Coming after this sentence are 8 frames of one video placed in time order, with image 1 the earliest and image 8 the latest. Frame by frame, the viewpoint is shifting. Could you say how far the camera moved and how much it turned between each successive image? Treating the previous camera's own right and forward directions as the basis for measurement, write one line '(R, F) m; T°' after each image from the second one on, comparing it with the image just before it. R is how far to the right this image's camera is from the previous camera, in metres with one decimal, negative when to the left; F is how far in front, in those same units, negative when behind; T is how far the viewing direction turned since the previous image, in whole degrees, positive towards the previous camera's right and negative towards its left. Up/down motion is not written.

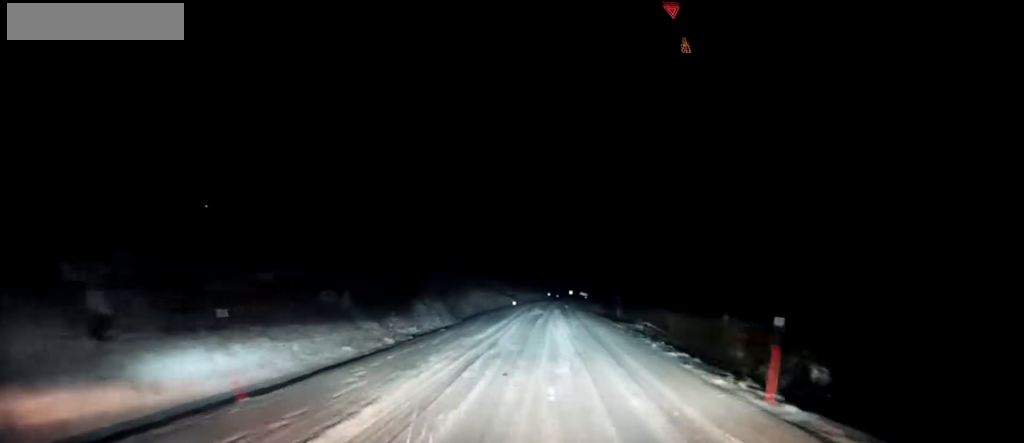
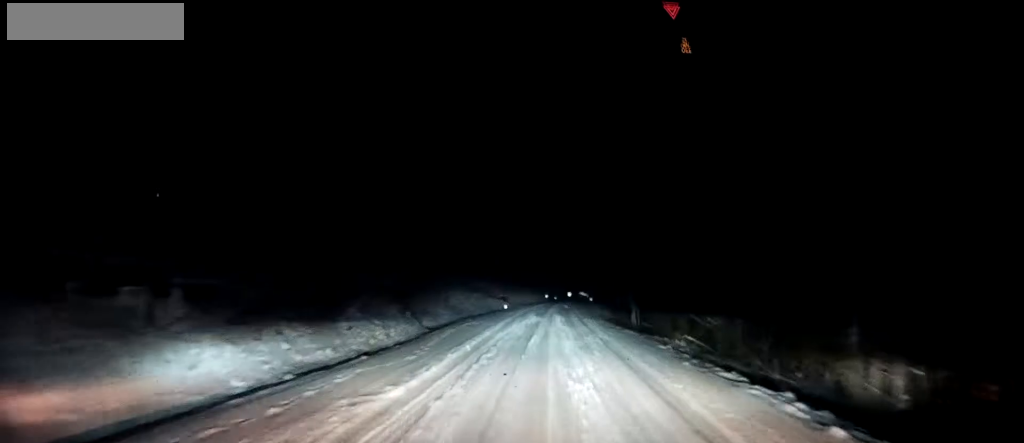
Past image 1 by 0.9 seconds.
(0.0, +9.8) m; 0°
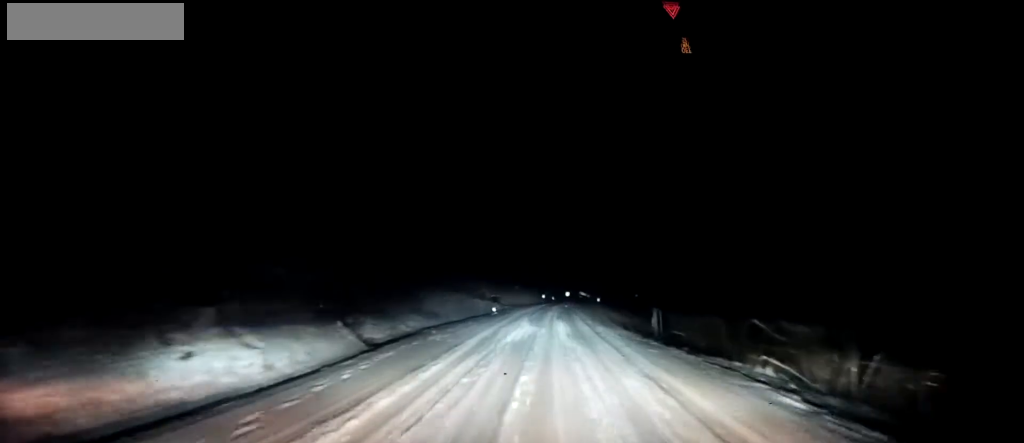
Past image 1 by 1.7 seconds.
(0.0, +8.7) m; 0°
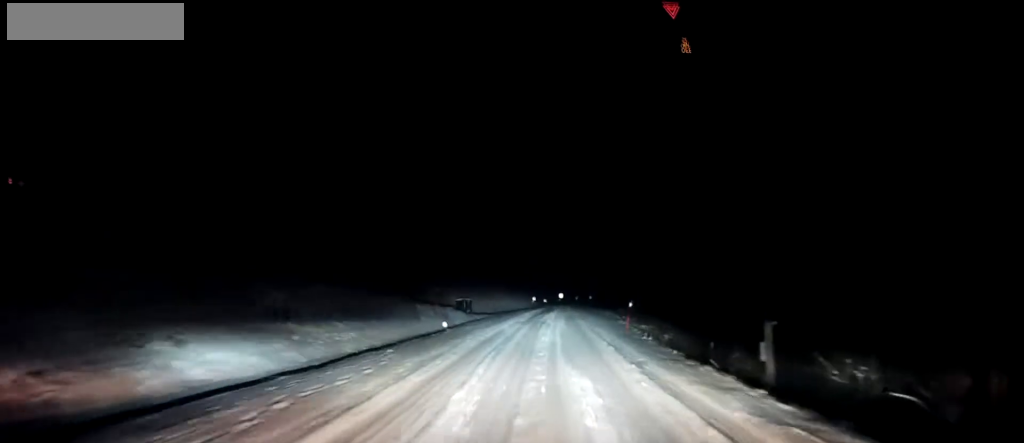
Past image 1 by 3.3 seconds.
(-0.6, +17.6) m; -2°
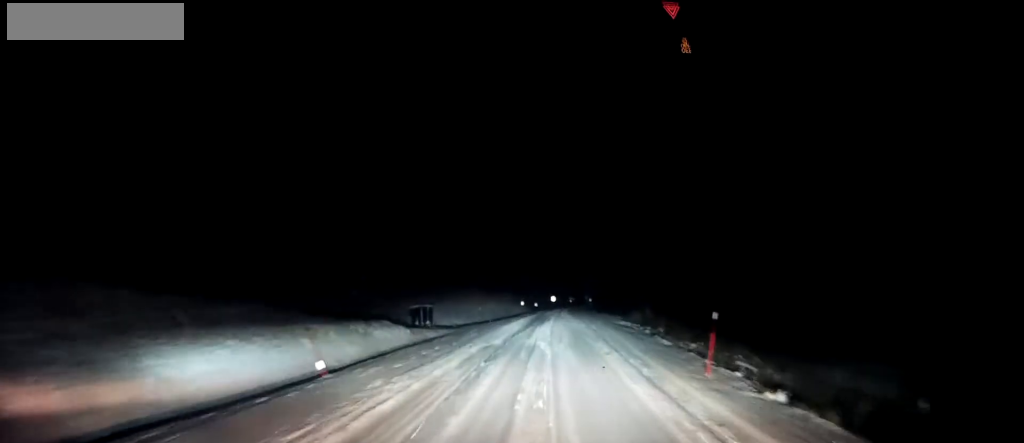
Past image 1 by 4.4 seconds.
(+0.2, +12.1) m; +4°
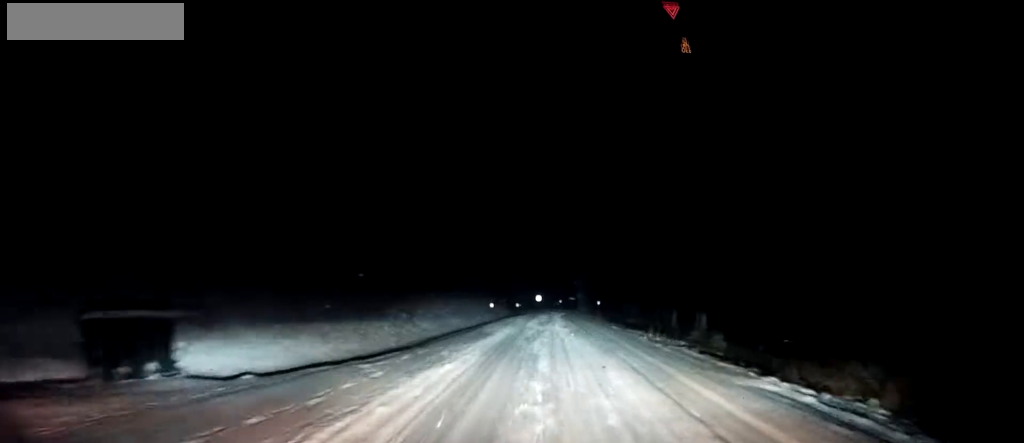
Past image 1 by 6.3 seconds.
(+0.3, +21.0) m; -1°
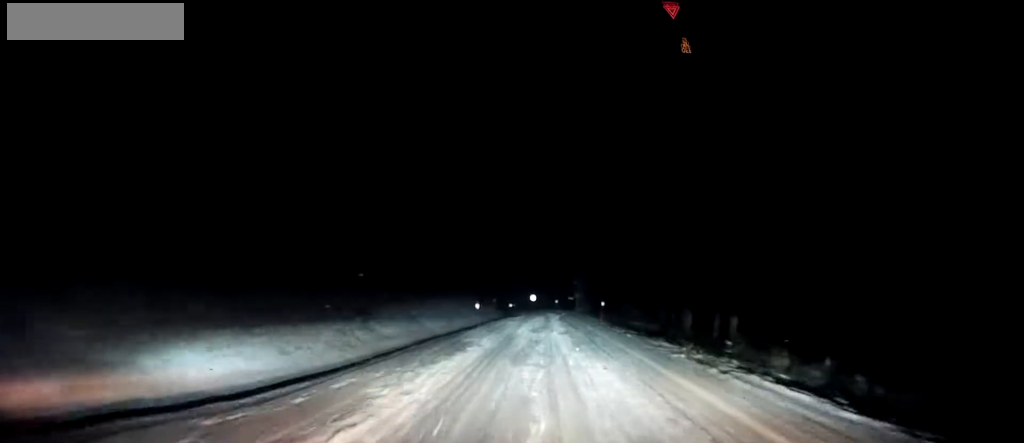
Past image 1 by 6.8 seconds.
(-0.1, +5.5) m; 0°
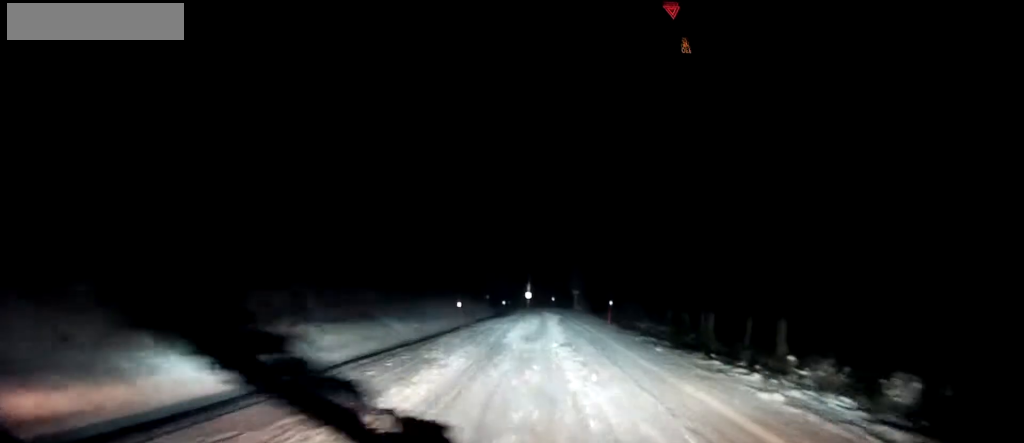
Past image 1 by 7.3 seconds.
(0.0, +5.5) m; +1°
